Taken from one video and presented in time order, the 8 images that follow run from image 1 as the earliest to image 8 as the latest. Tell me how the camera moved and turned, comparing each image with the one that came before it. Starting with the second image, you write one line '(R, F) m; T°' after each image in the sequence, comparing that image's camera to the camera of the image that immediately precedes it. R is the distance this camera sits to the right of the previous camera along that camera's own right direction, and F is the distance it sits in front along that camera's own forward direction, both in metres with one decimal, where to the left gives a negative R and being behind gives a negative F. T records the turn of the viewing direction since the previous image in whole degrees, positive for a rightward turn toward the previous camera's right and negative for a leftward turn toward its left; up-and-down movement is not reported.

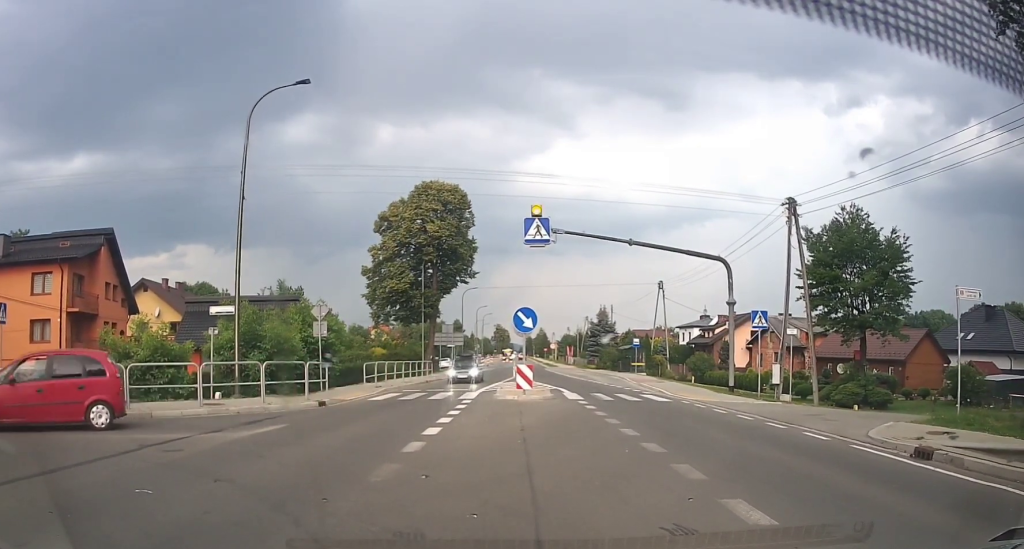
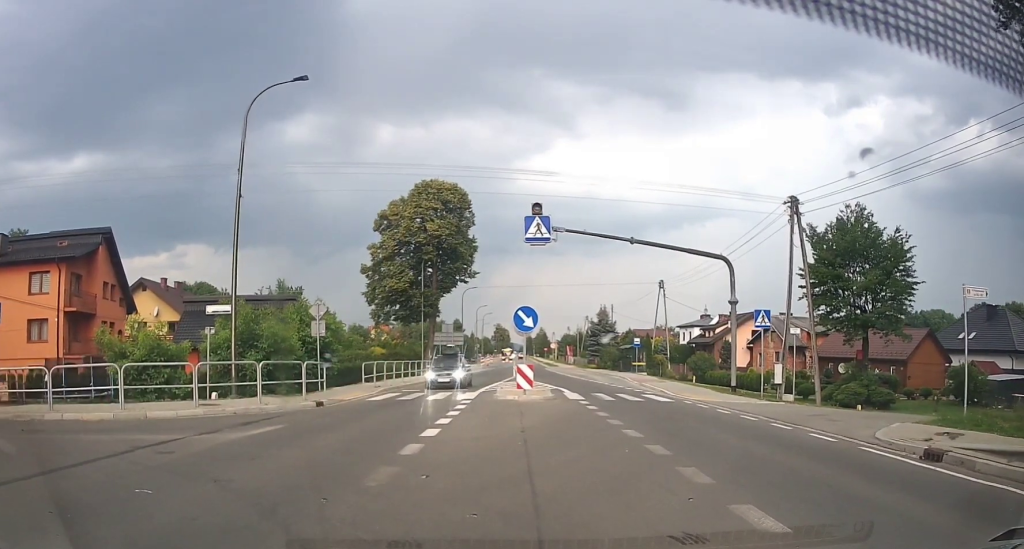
(-0.1, -0.1) m; 0°
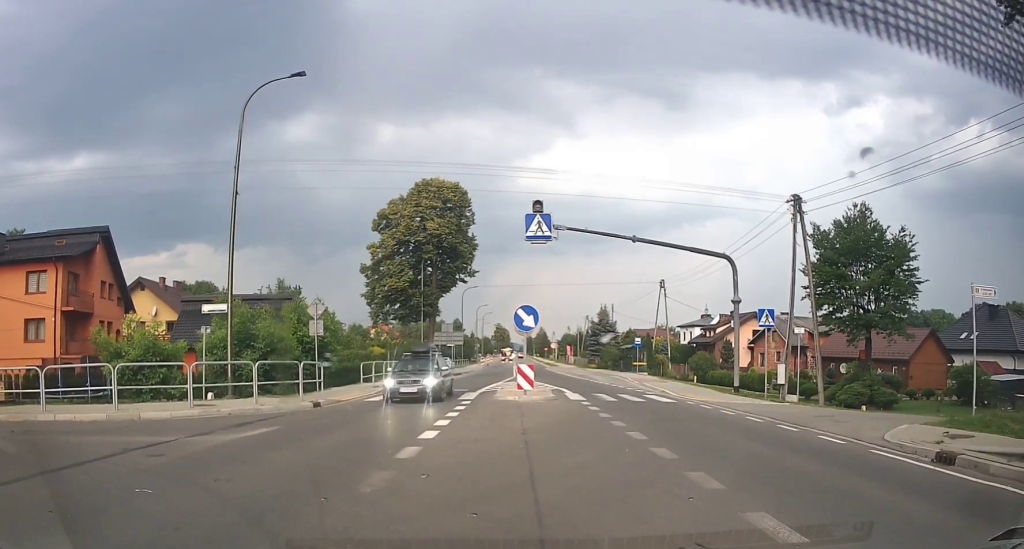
(-0.1, -0.1) m; 0°
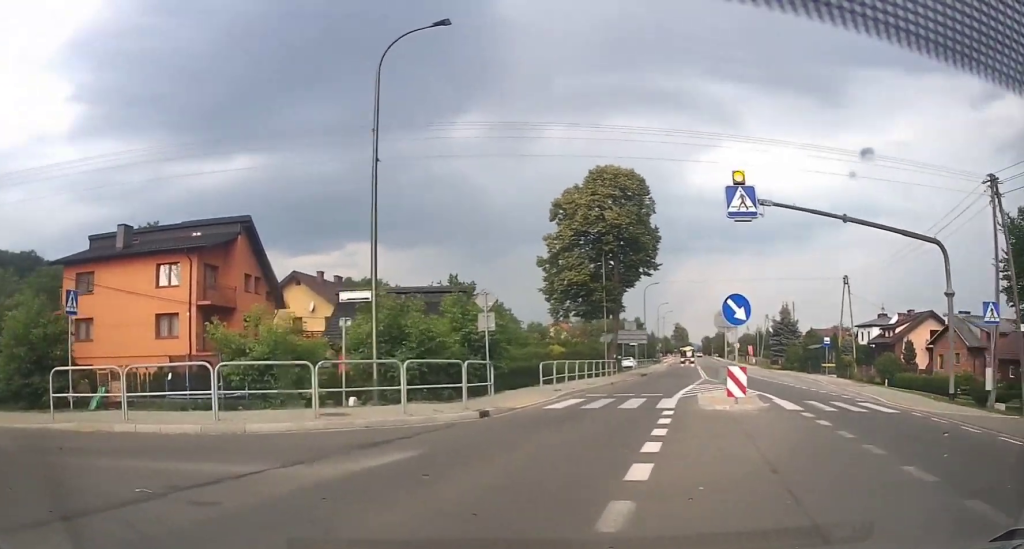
(-0.7, +3.9) m; -29°
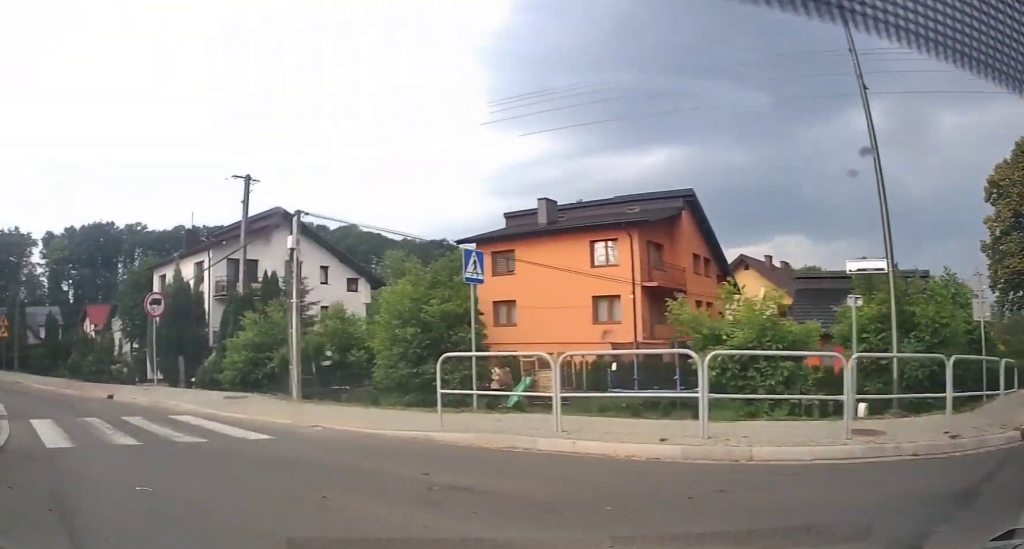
(-0.7, +4.5) m; -17°
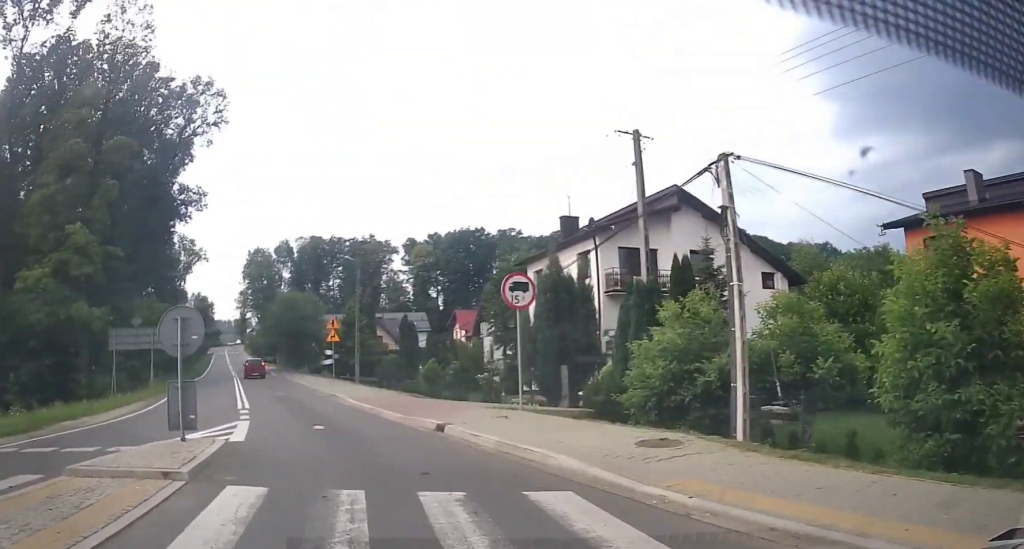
(-1.2, +6.5) m; -34°
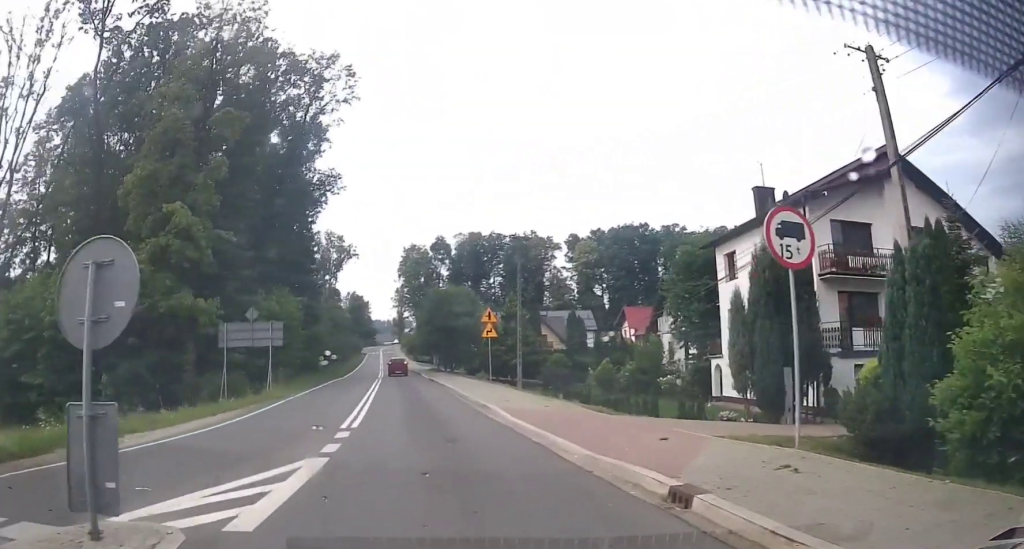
(-2.0, +6.0) m; -21°
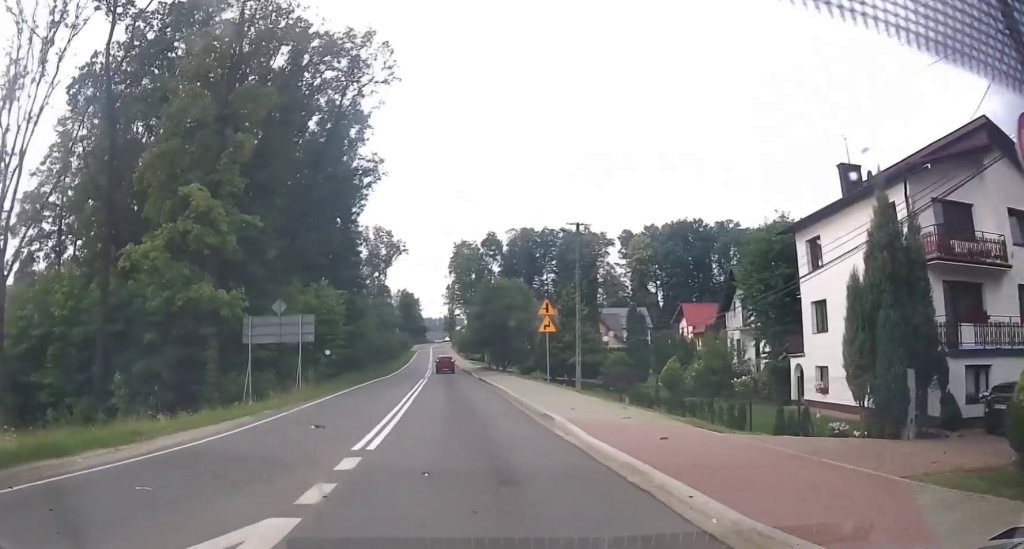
(-0.3, +3.7) m; -5°
